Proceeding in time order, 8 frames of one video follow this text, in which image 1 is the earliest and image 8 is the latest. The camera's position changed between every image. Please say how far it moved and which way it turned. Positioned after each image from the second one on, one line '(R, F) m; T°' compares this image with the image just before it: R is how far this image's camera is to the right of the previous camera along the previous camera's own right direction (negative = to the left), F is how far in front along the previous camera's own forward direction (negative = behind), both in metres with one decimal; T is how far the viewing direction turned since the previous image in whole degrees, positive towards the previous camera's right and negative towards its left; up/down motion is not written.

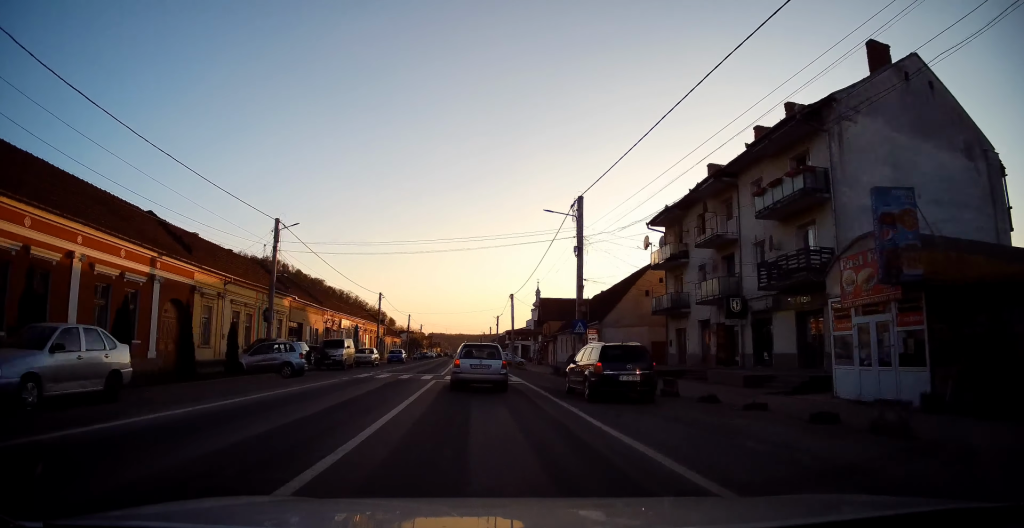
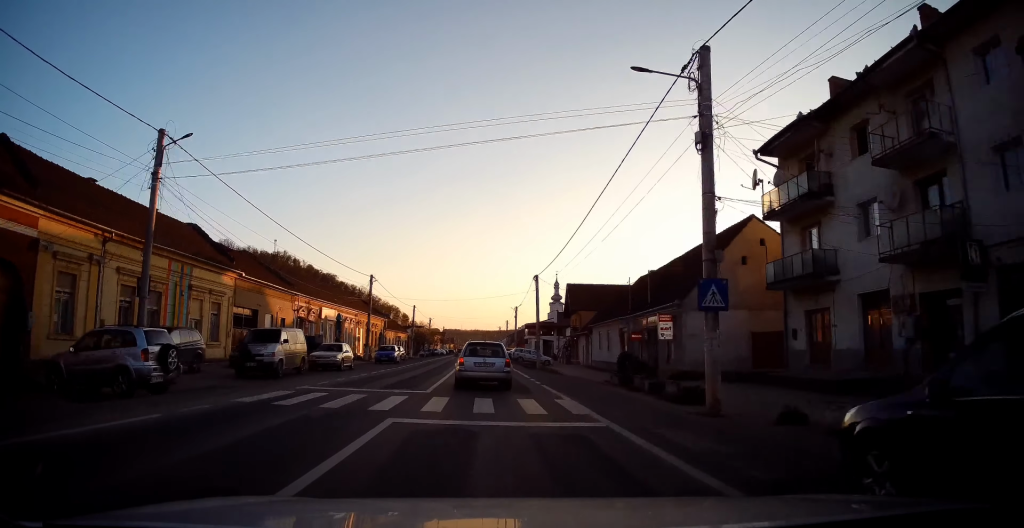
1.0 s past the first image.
(+0.1, +12.4) m; -1°
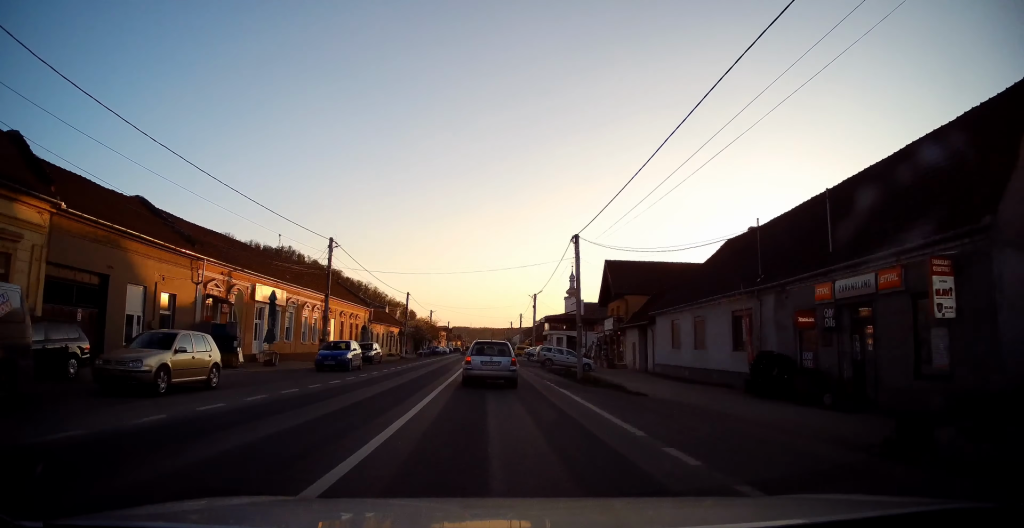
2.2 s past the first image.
(-0.3, +16.3) m; -1°
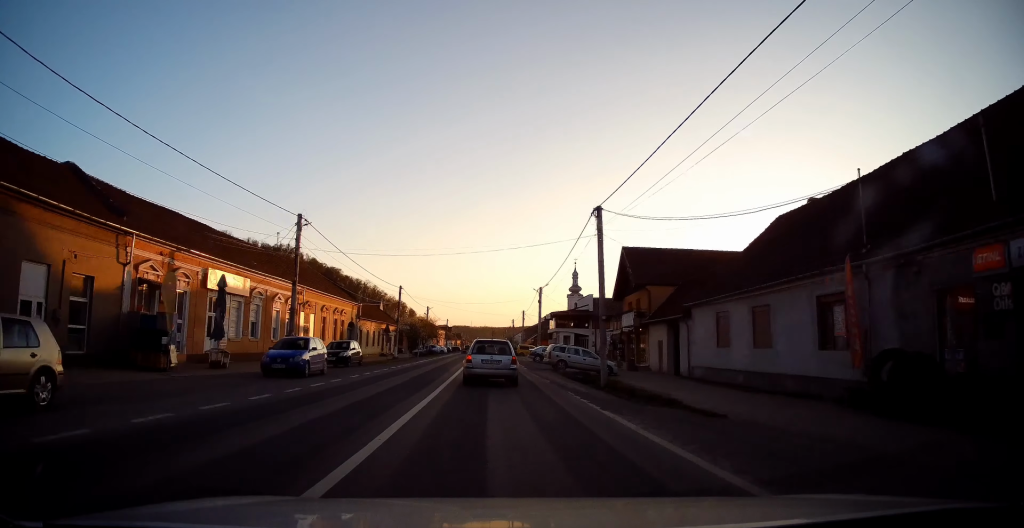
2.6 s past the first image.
(0.0, +6.1) m; 0°
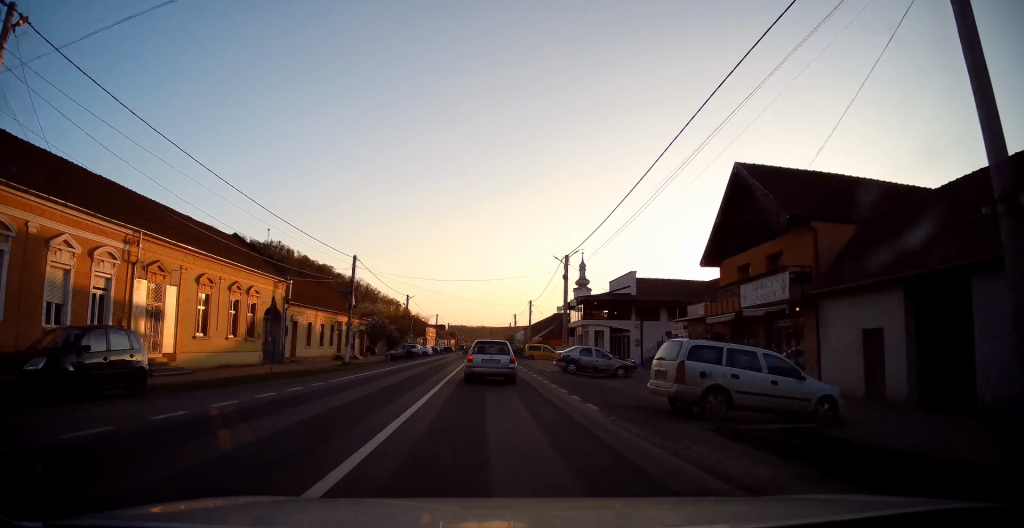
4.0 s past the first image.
(+0.1, +20.9) m; -2°
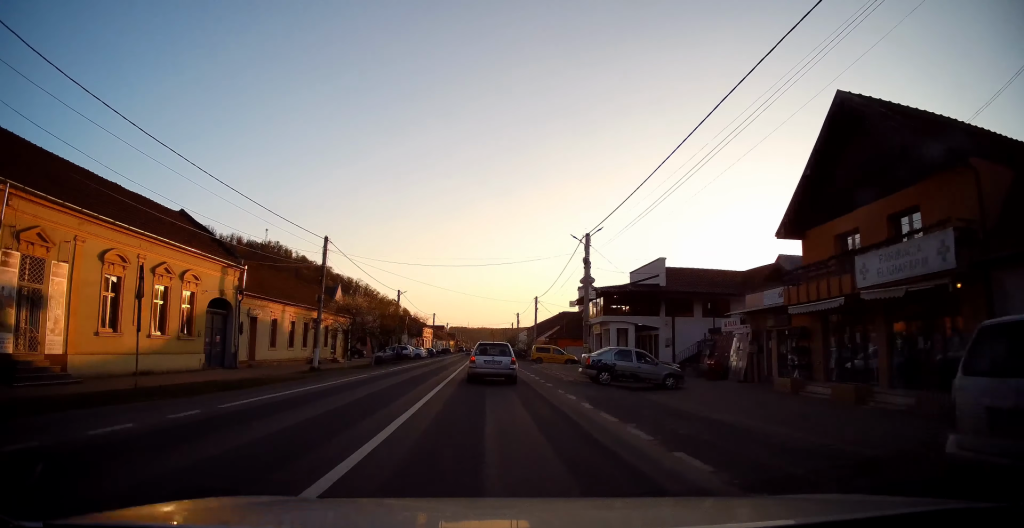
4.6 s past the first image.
(0.0, +7.9) m; -1°
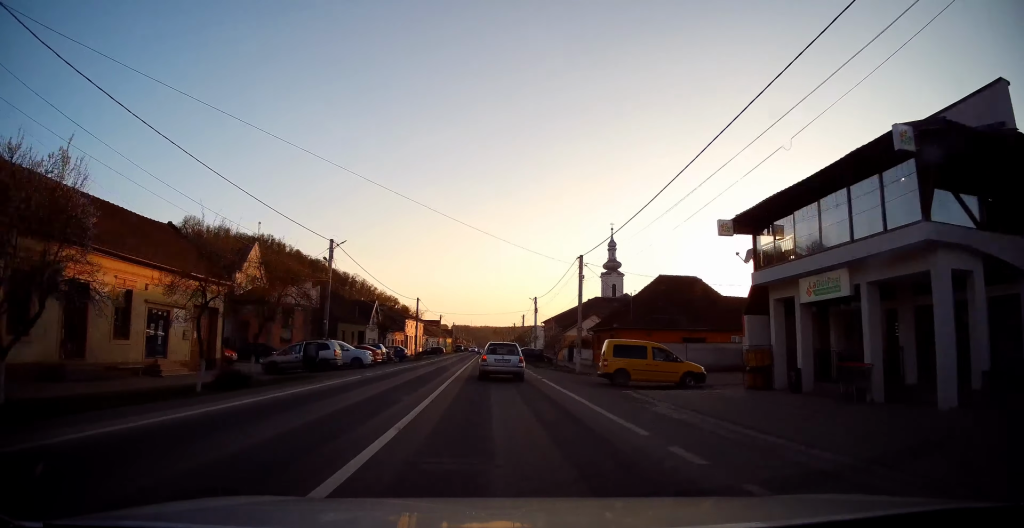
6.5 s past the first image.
(+0.4, +29.0) m; +4°
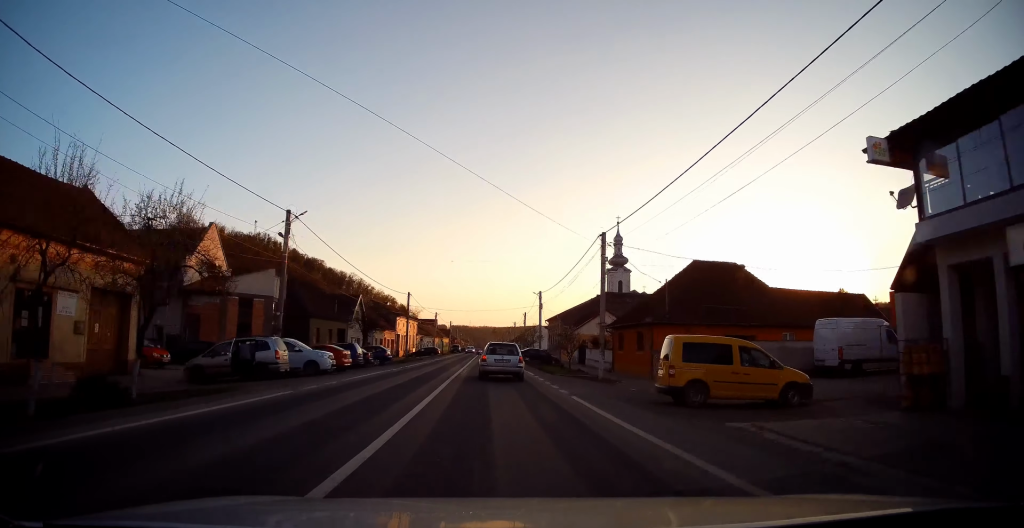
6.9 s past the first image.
(+0.1, +7.5) m; -1°
